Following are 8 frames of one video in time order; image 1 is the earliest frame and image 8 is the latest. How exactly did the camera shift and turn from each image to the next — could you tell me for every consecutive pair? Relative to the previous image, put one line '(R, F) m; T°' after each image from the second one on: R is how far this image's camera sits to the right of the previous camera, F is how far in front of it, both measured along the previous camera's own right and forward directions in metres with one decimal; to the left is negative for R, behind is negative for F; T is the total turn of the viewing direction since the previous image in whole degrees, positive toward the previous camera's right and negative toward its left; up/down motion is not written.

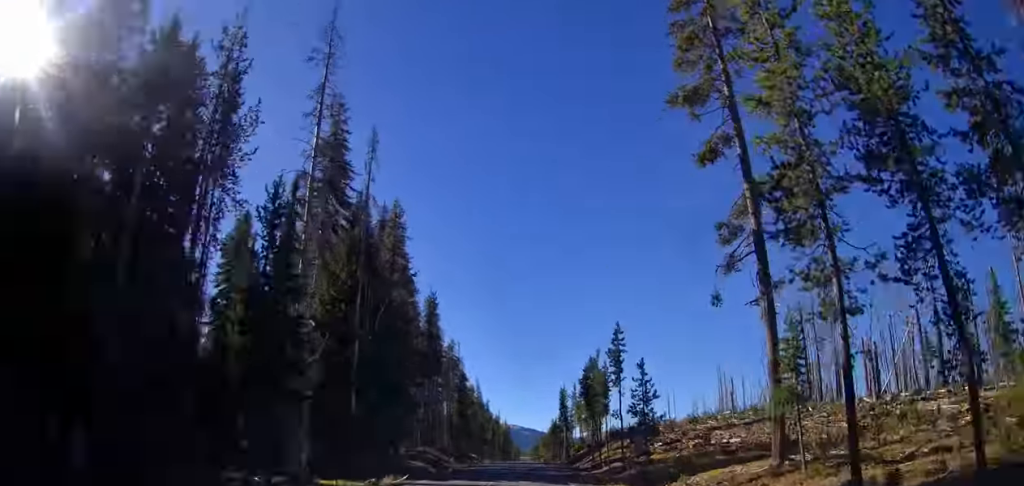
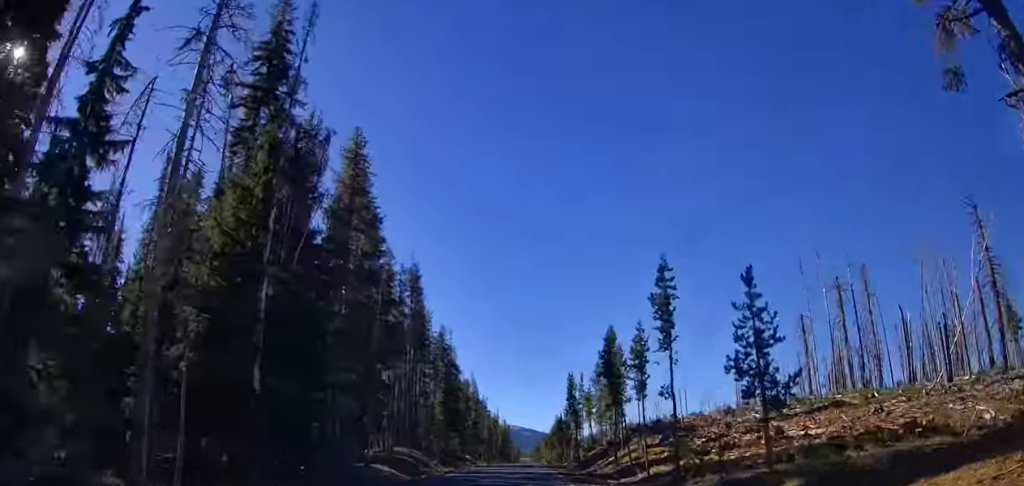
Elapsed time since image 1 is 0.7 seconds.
(+0.1, +13.8) m; 0°
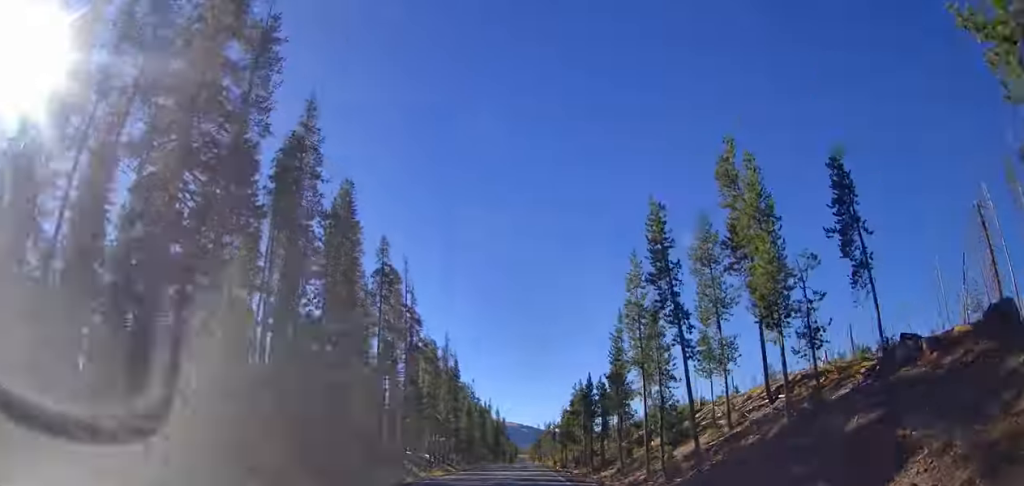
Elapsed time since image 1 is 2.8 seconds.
(0.0, +43.0) m; +2°
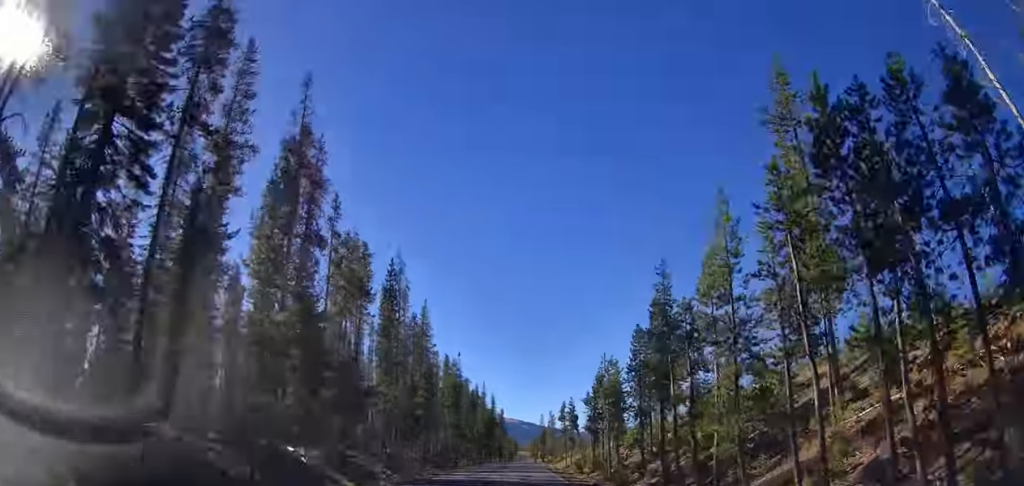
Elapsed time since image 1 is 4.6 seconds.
(-0.6, +38.1) m; -2°
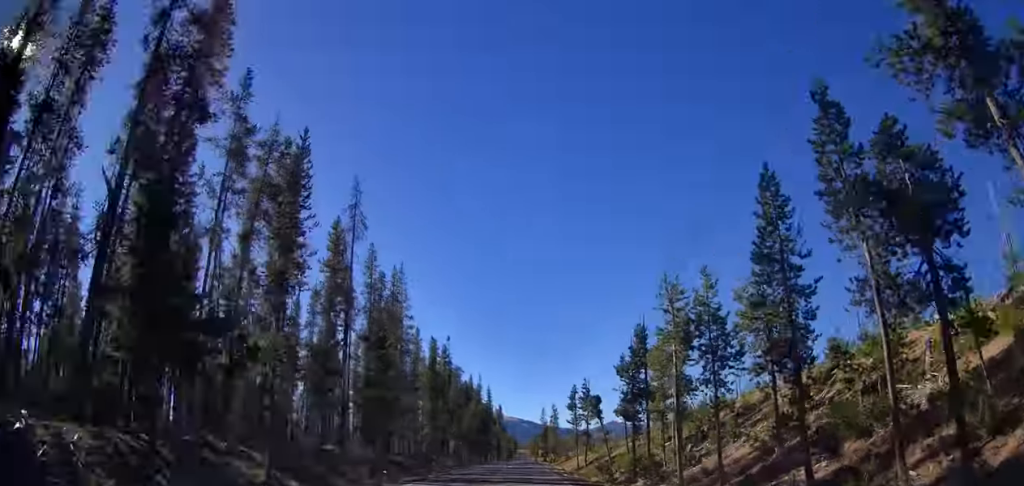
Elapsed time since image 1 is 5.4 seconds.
(+0.3, +16.3) m; +2°
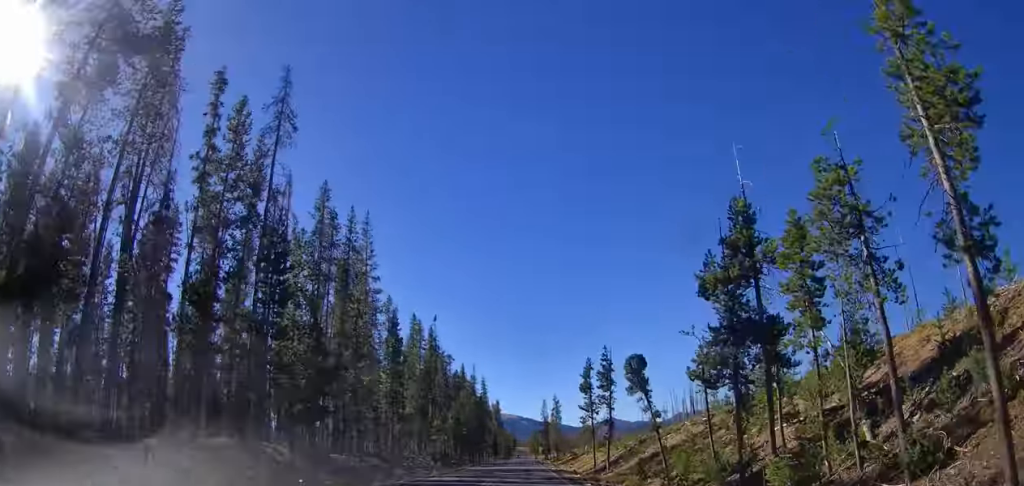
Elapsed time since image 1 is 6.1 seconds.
(+0.1, +14.3) m; 0°
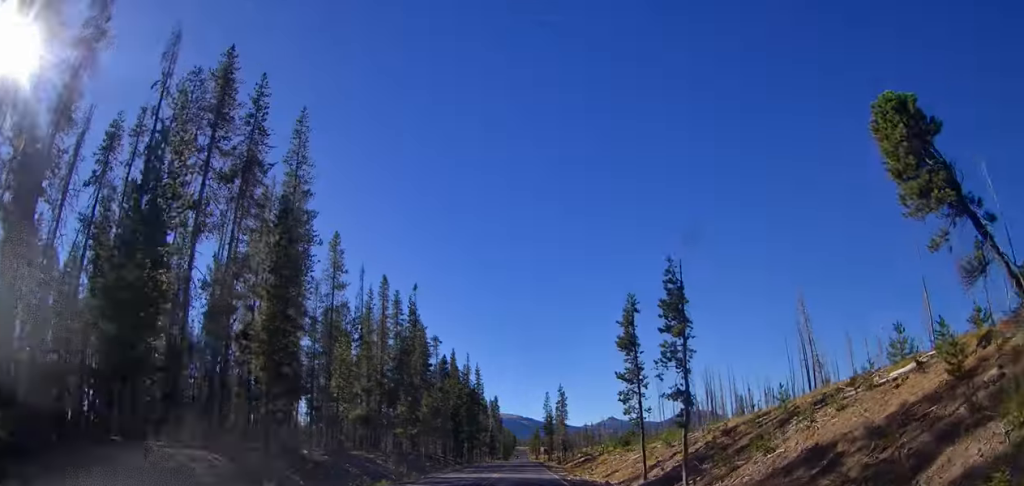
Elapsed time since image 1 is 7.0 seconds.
(+0.1, +17.8) m; 0°
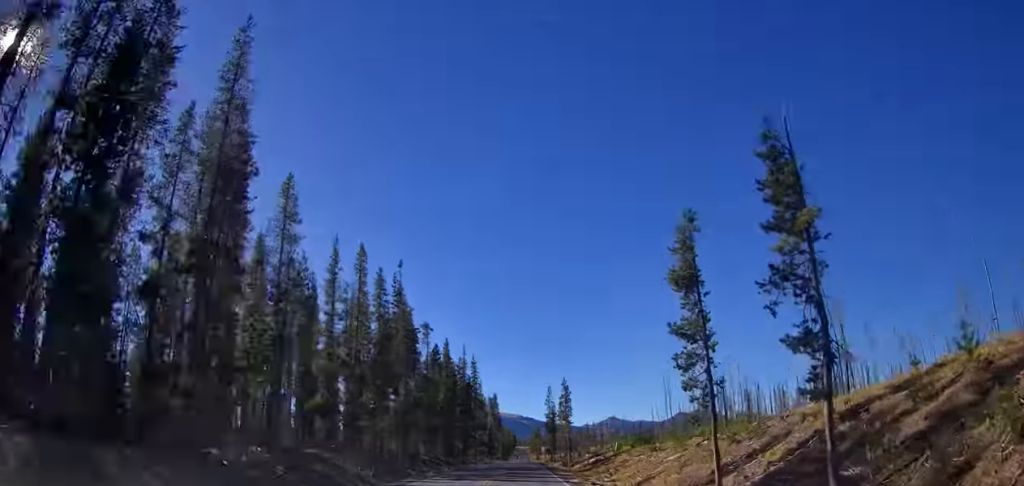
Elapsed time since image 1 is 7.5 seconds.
(+0.1, +9.6) m; 0°
